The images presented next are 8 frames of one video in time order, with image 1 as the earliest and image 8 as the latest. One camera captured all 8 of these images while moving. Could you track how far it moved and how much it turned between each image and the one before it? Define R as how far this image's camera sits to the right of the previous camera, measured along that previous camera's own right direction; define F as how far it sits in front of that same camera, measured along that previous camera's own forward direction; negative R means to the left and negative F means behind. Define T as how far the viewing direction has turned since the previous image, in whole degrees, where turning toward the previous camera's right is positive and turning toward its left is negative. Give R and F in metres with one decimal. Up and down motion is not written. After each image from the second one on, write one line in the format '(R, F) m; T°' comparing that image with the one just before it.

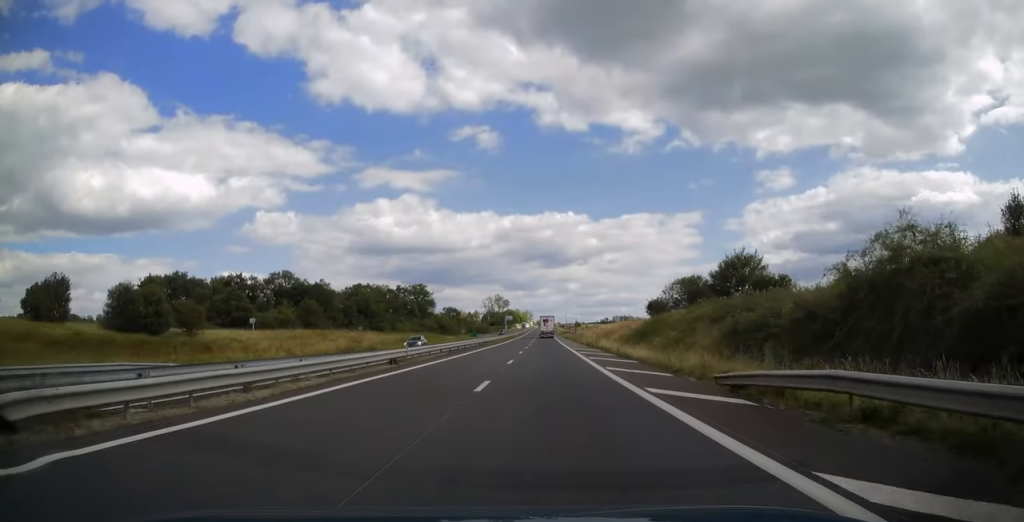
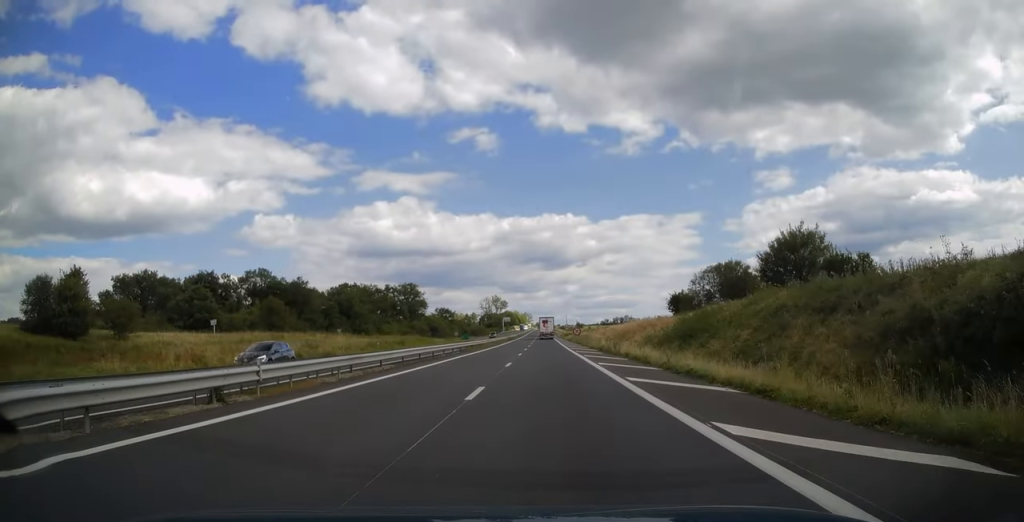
(0.0, +14.8) m; 0°
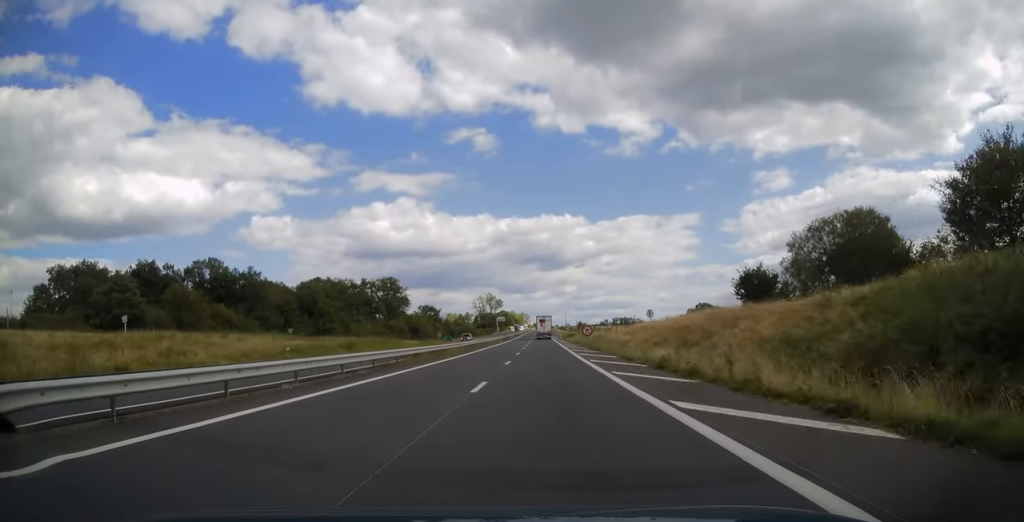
(+0.1, +24.6) m; 0°
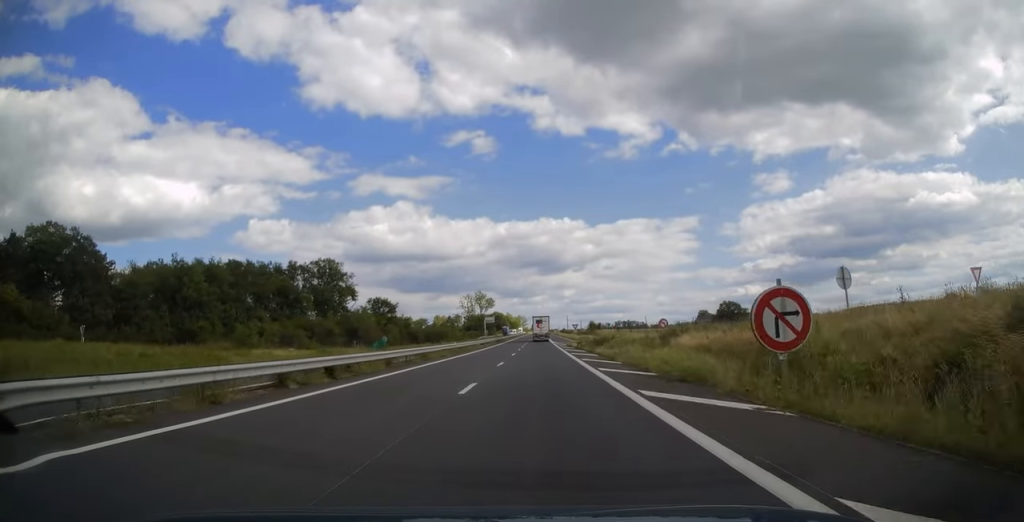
(-0.1, +52.6) m; 0°
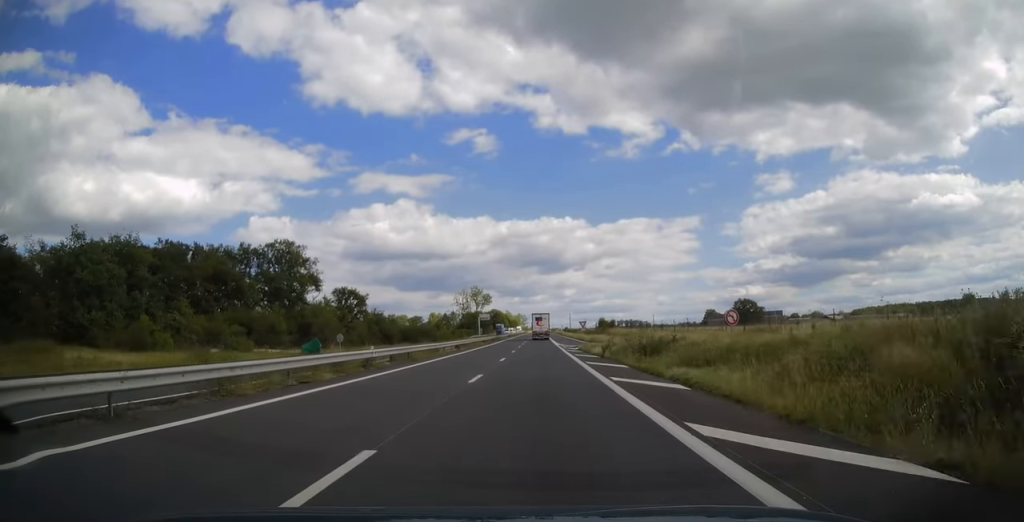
(0.0, +23.1) m; 0°
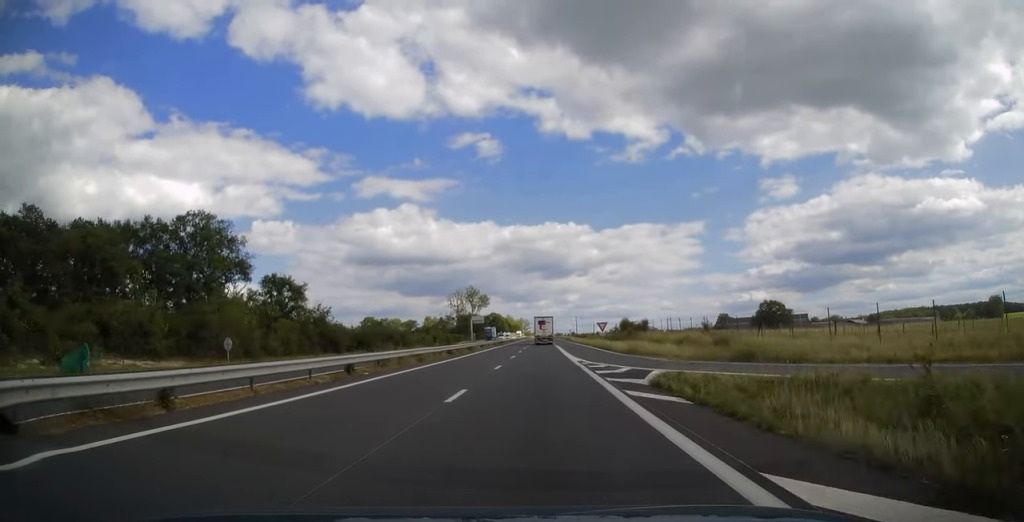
(0.0, +30.4) m; 0°
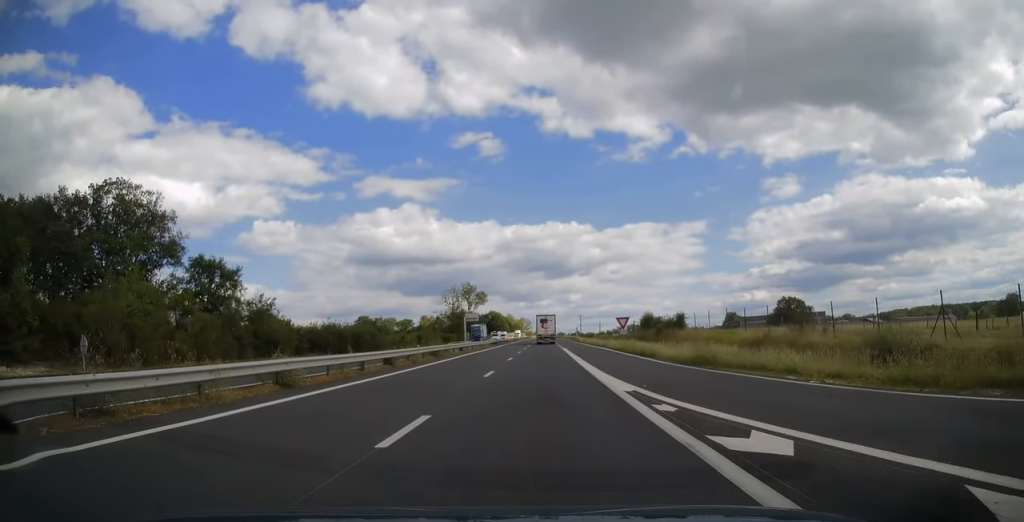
(0.0, +18.6) m; 0°
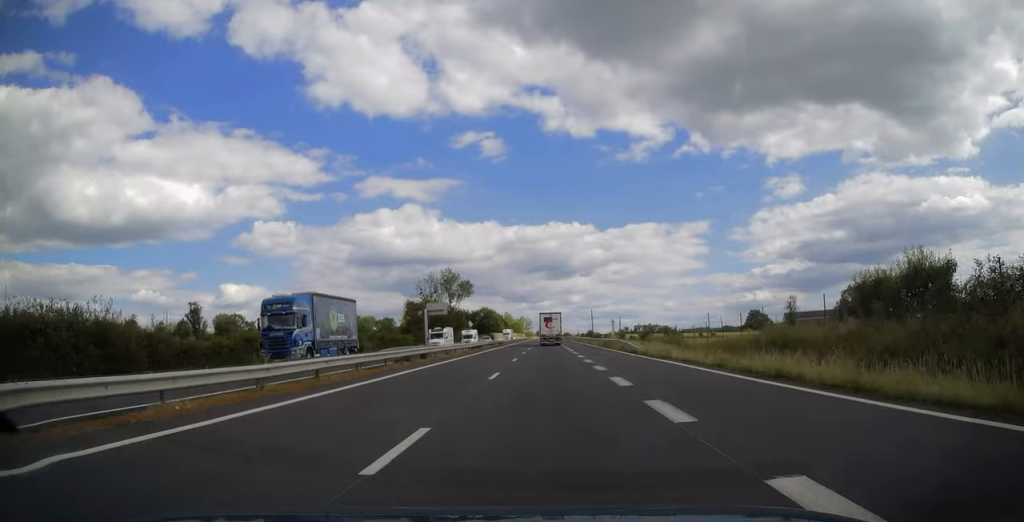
(-0.2, +53.5) m; 0°
